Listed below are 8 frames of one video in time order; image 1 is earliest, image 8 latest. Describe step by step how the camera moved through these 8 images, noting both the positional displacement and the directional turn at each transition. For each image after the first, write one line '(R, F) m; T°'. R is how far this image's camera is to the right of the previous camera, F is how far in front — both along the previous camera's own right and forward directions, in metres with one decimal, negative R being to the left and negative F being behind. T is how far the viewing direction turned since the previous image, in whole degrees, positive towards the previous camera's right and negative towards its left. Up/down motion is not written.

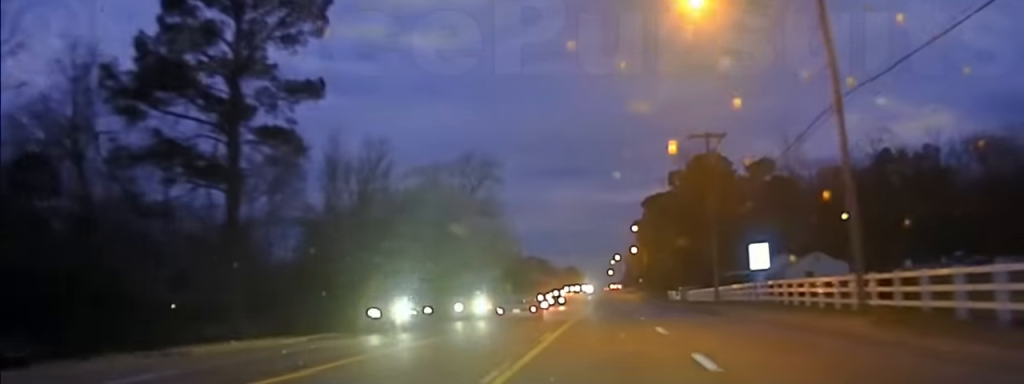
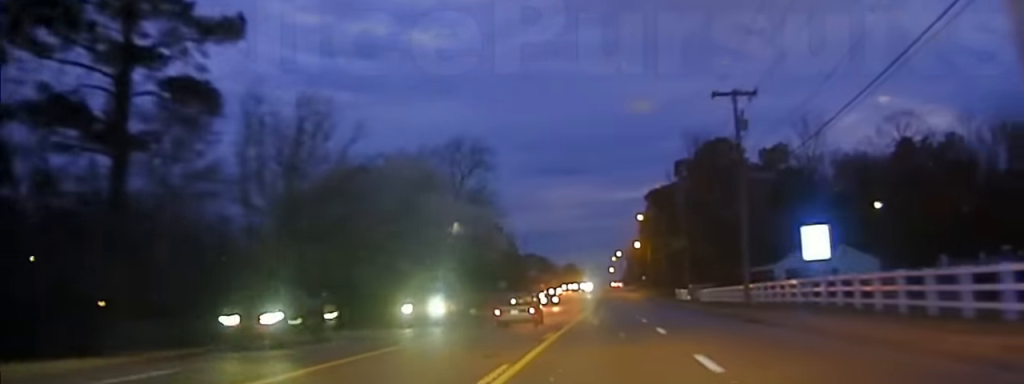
(0.0, +12.5) m; 0°
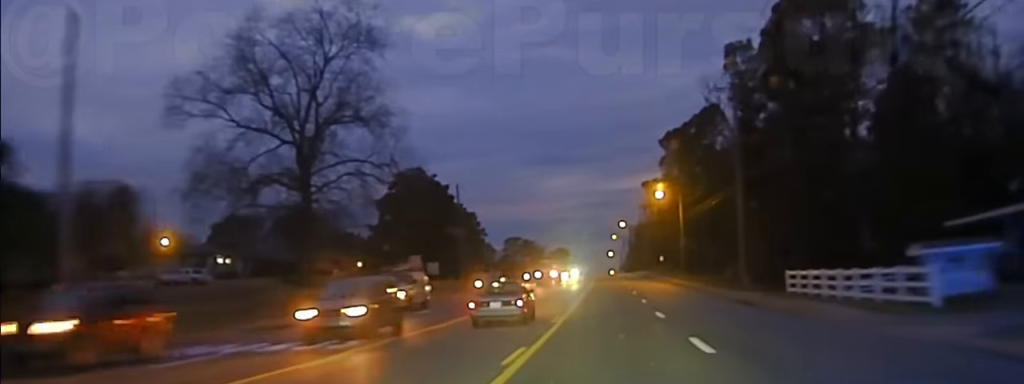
(+0.1, +72.4) m; +1°
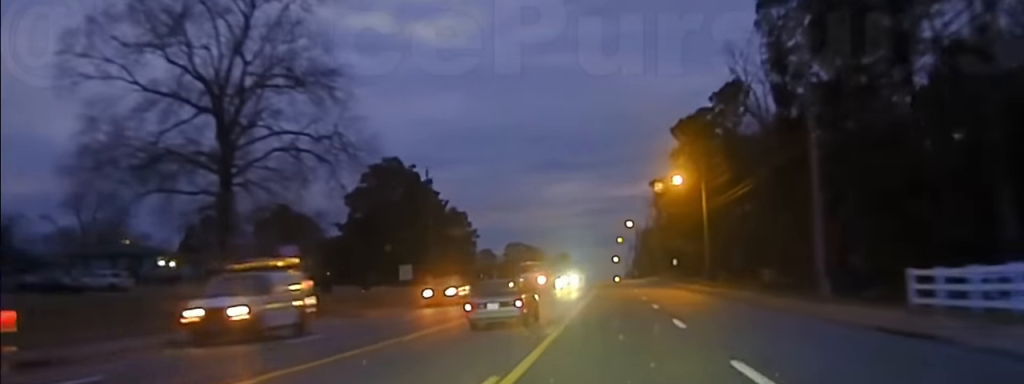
(+0.2, +19.3) m; 0°
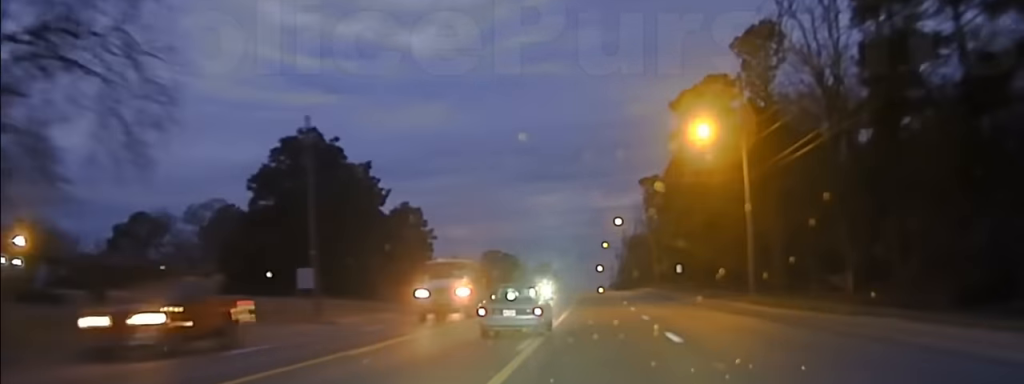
(-0.1, +27.0) m; -1°
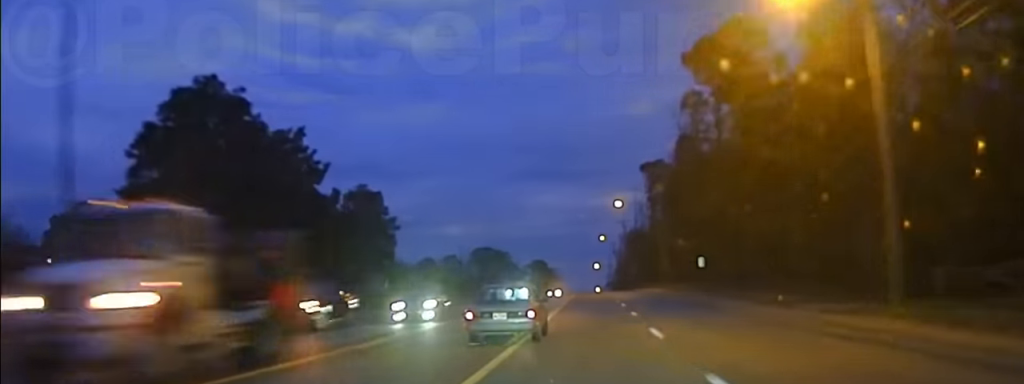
(-0.6, +22.1) m; -1°
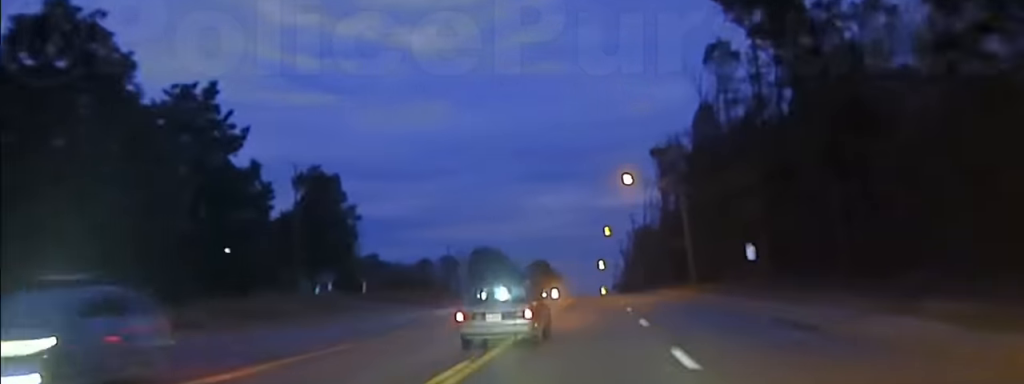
(+0.4, +20.4) m; 0°
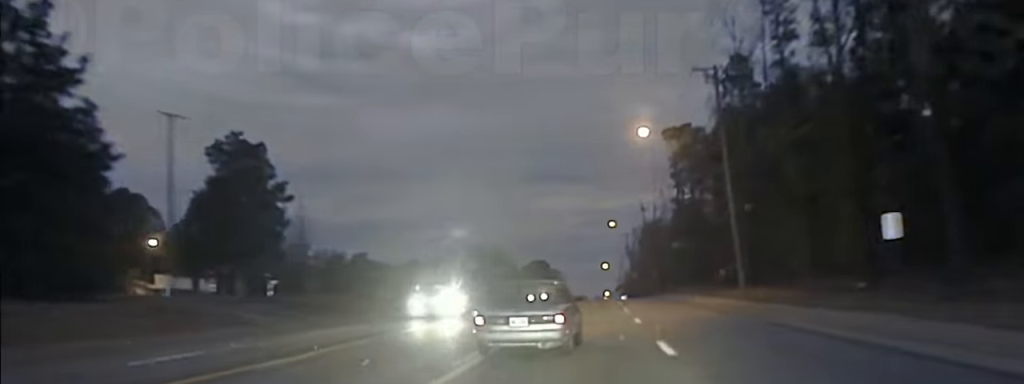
(-0.2, +19.7) m; -1°
